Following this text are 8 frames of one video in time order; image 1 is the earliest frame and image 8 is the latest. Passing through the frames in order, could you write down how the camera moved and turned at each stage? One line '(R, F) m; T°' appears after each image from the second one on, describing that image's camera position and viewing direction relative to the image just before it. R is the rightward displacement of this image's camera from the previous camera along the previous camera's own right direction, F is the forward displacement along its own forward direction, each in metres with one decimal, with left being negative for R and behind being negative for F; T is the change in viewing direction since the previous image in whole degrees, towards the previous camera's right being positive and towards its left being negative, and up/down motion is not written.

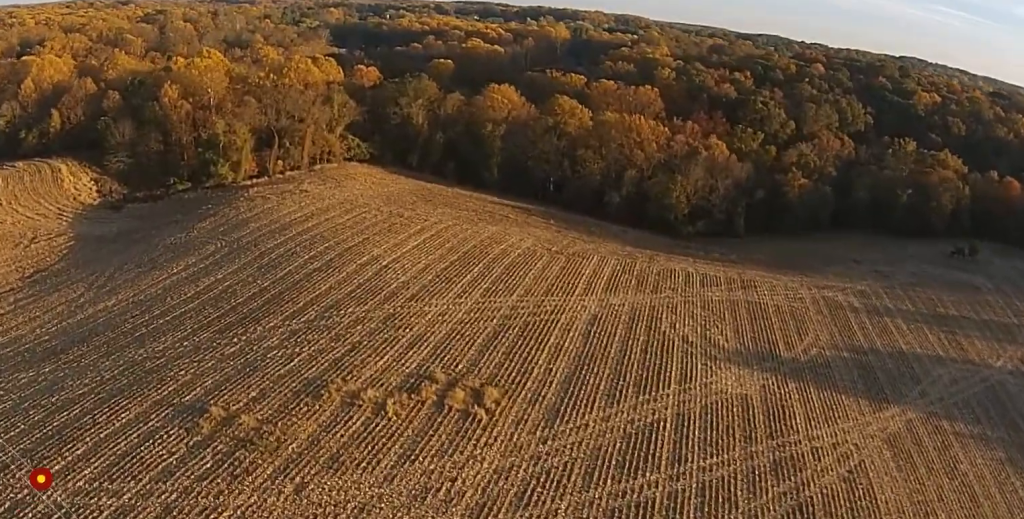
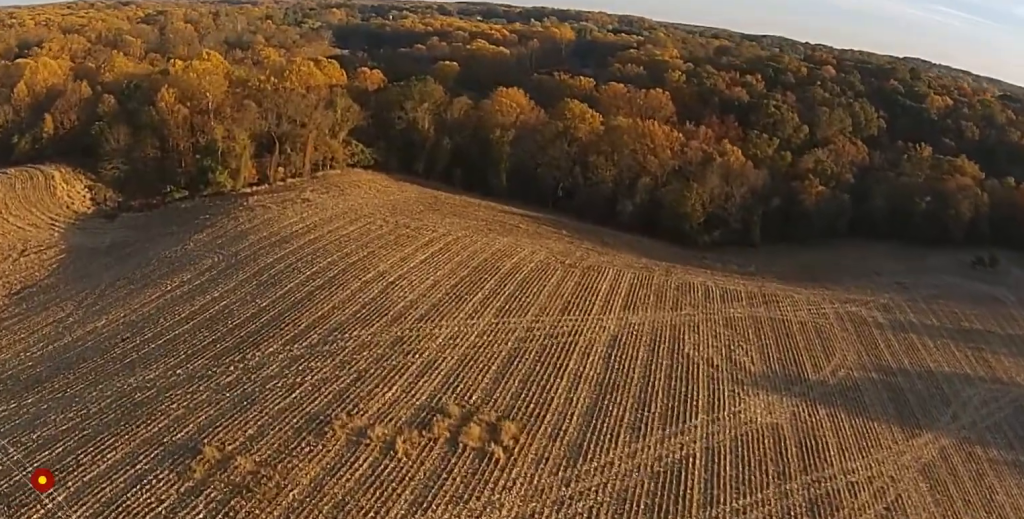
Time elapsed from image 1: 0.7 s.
(0.0, +8.1) m; 0°
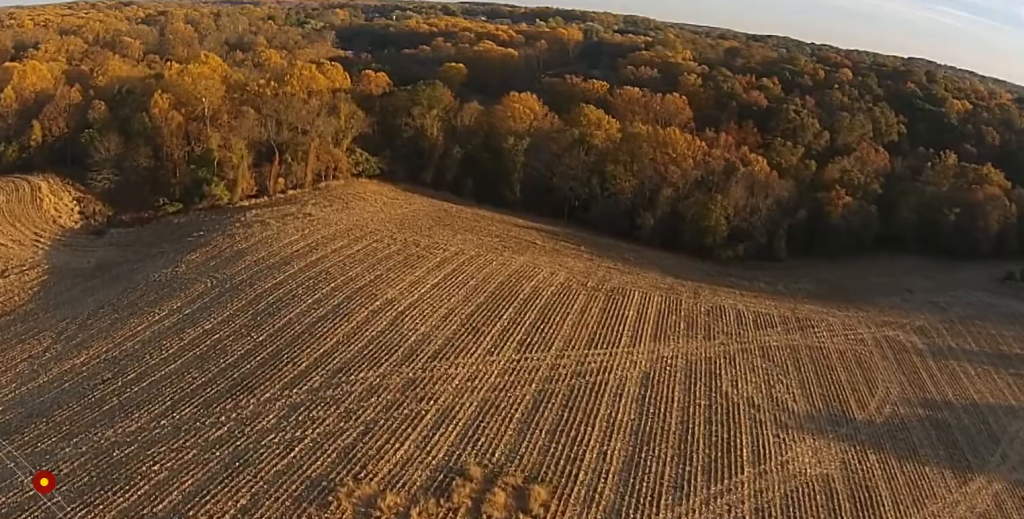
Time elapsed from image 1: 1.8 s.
(0.0, +12.7) m; 0°
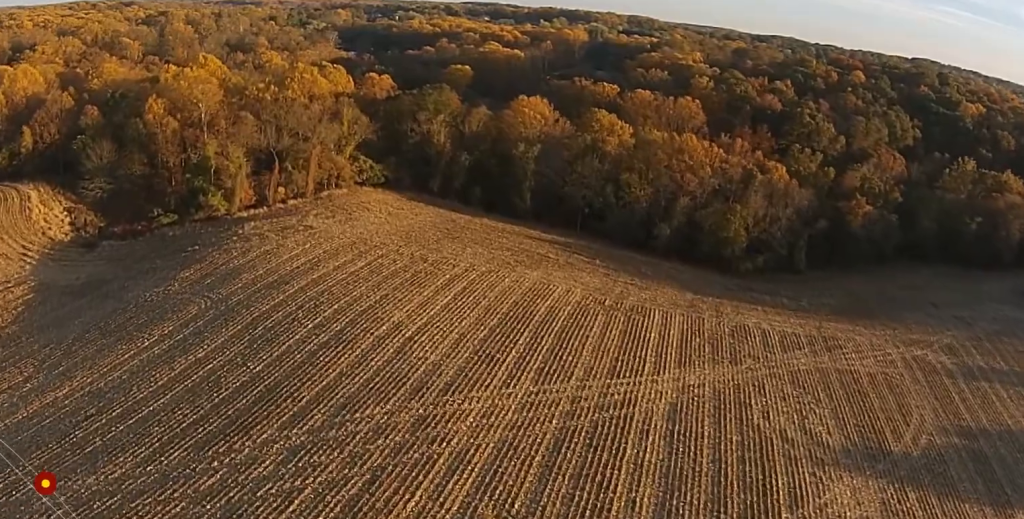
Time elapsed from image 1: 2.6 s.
(0.0, +9.2) m; 0°
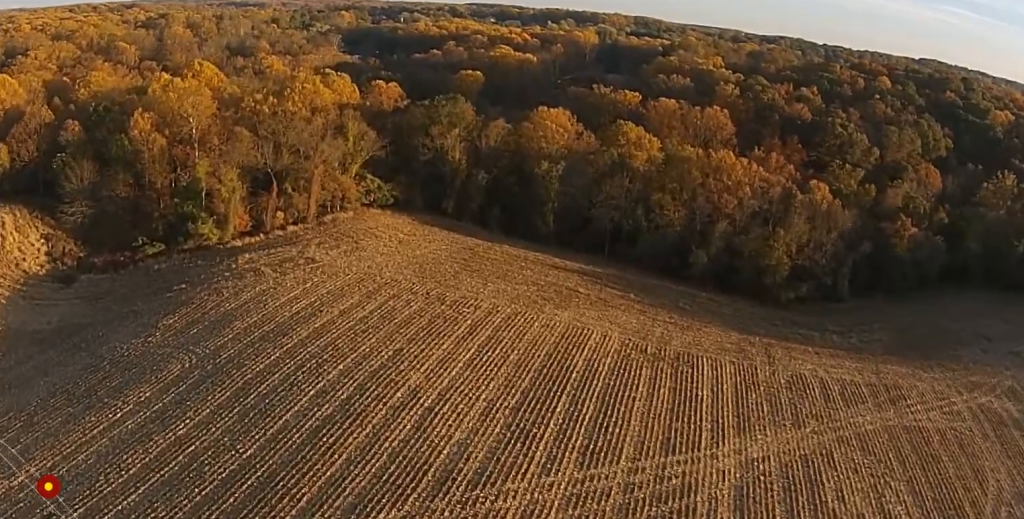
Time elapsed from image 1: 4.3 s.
(+0.2, +18.9) m; +1°
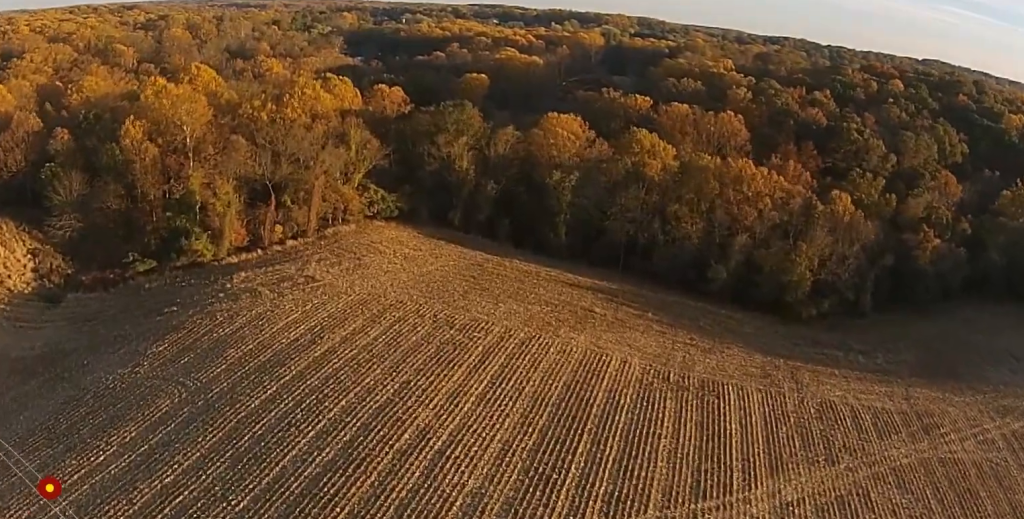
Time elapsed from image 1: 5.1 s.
(0.0, +8.8) m; 0°
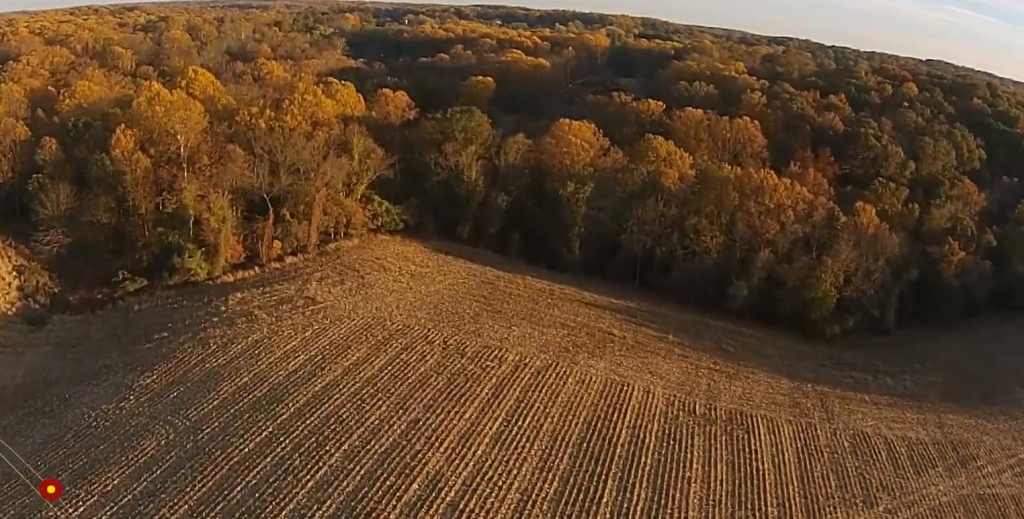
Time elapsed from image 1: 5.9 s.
(0.0, +9.1) m; 0°
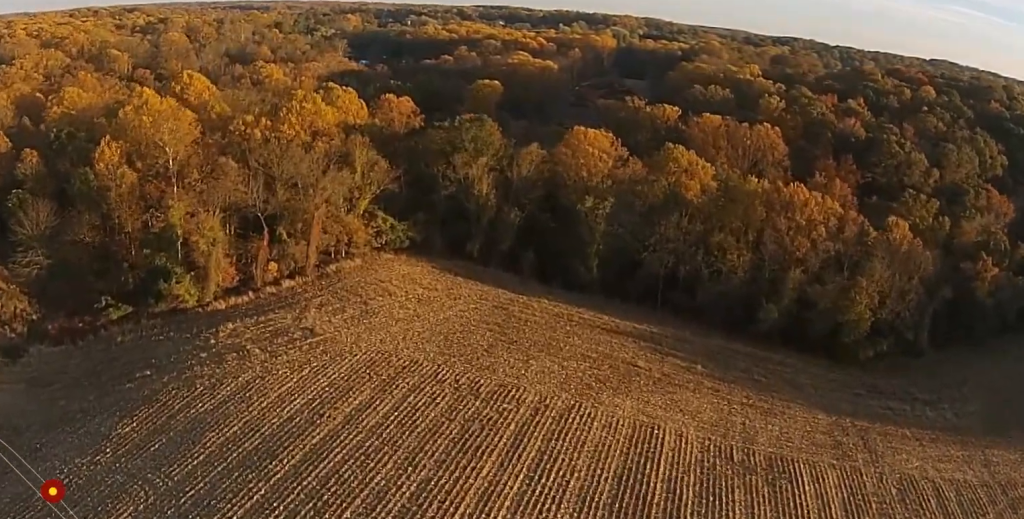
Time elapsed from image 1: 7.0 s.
(0.0, +12.6) m; +1°
